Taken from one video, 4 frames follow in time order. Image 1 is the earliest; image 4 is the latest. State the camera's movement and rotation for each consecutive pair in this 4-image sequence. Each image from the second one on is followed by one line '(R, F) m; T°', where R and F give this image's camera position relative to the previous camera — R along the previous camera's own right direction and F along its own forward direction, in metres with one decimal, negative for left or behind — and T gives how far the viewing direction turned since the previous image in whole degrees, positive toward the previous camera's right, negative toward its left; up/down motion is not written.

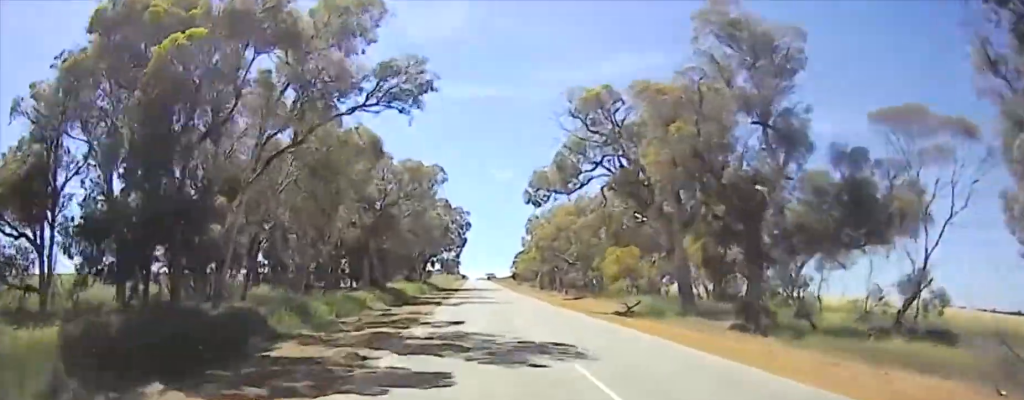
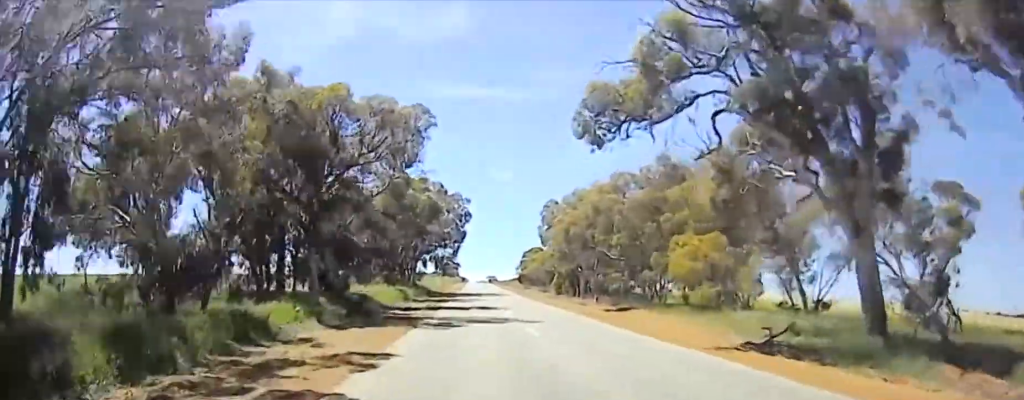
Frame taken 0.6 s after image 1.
(-0.2, +15.2) m; +1°
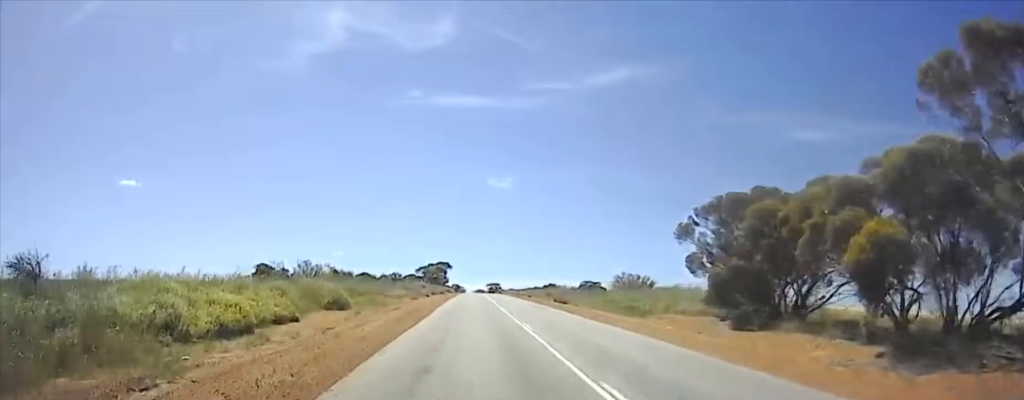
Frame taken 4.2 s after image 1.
(+3.0, +95.8) m; 0°
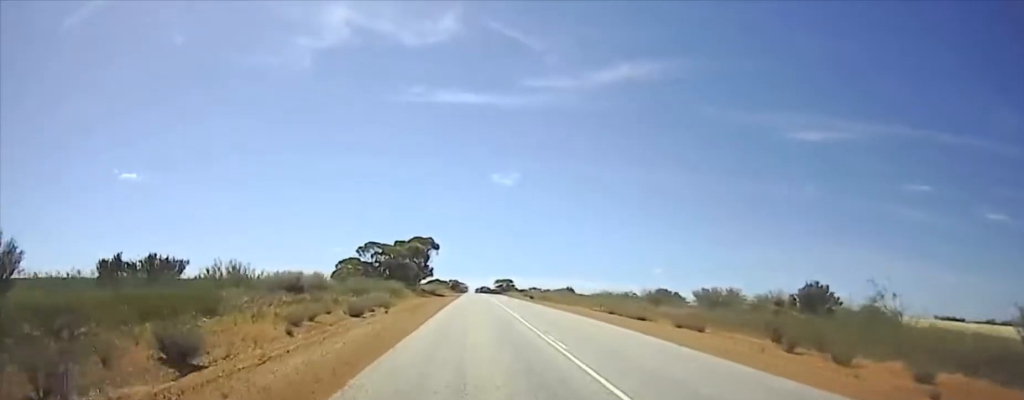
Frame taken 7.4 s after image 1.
(+0.7, +100.9) m; +2°
